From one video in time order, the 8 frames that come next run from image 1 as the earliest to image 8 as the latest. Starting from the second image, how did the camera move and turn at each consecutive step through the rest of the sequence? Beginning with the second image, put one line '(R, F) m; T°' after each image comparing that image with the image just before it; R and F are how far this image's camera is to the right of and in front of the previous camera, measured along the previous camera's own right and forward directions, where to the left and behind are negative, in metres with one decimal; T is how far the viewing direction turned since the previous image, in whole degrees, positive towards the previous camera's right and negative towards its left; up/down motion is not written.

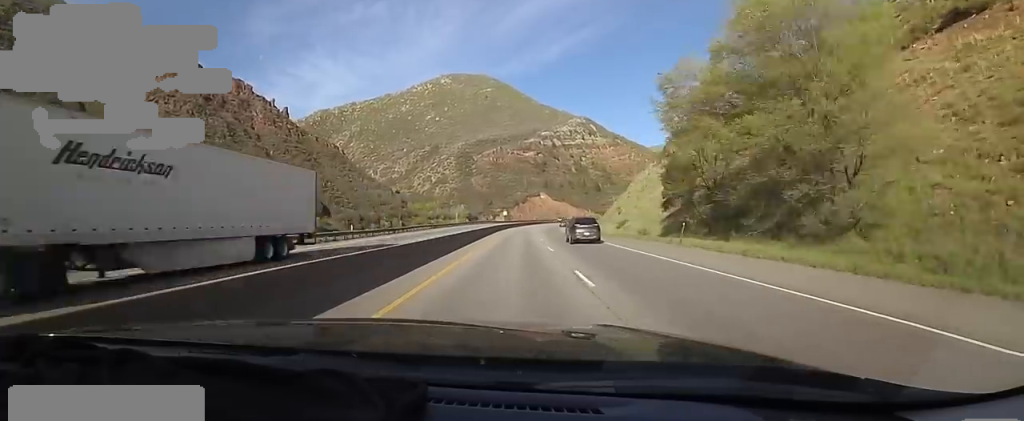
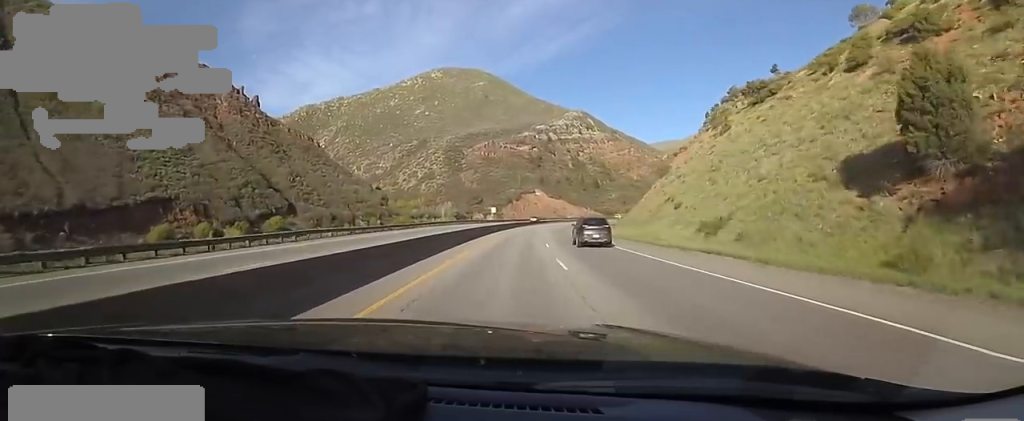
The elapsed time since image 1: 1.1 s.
(+0.8, +33.0) m; +1°
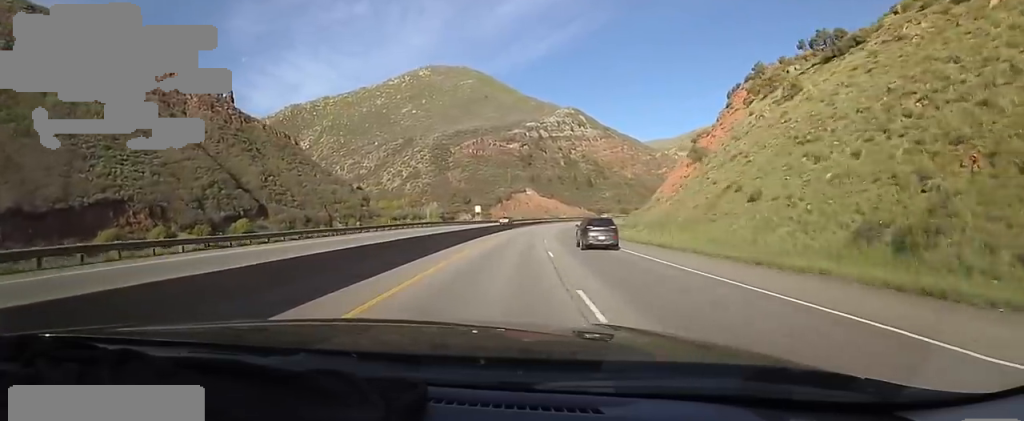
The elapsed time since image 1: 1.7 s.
(0.0, +18.5) m; 0°
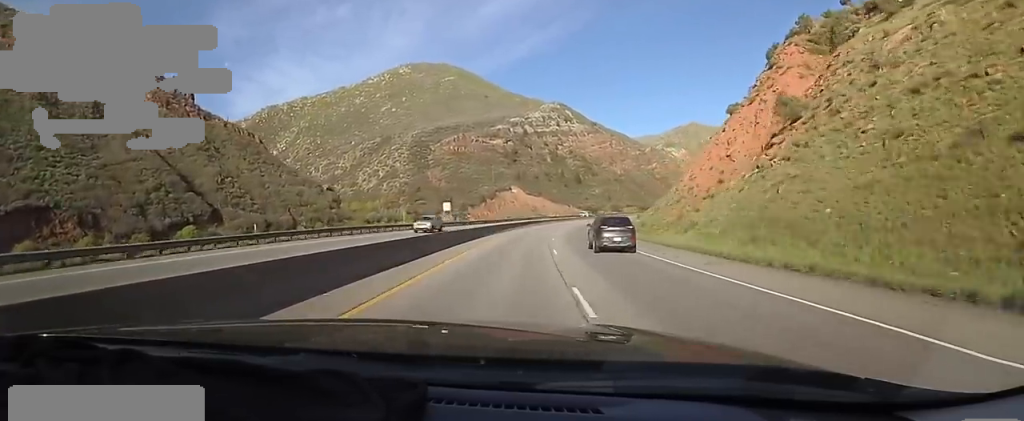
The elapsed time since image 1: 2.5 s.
(-0.2, +24.6) m; 0°
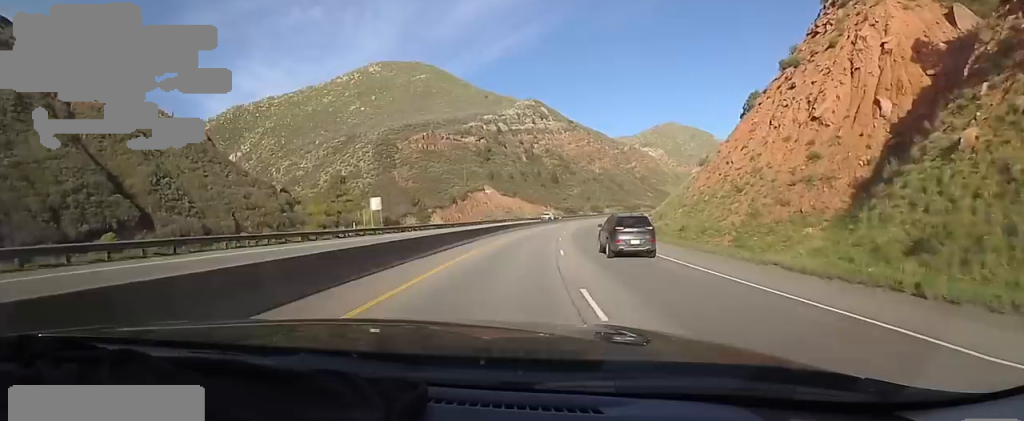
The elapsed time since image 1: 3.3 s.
(-0.2, +24.5) m; +3°
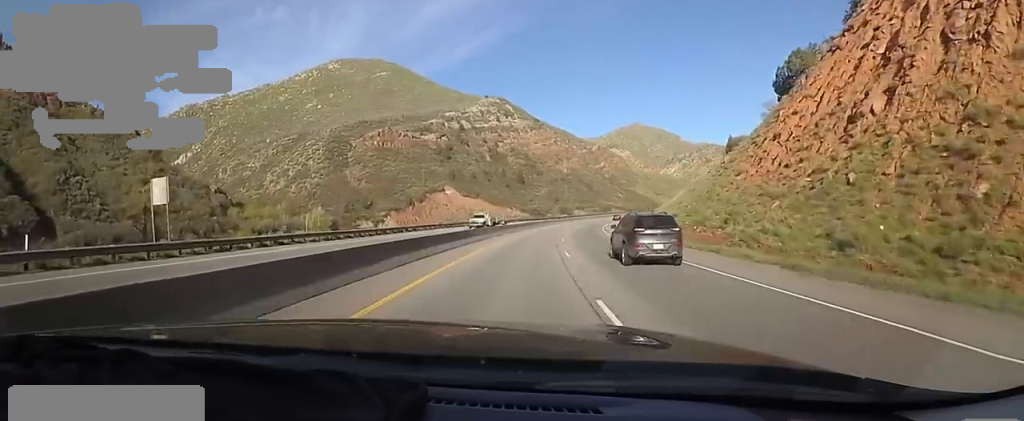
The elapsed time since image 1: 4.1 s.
(+1.4, +25.7) m; +7°
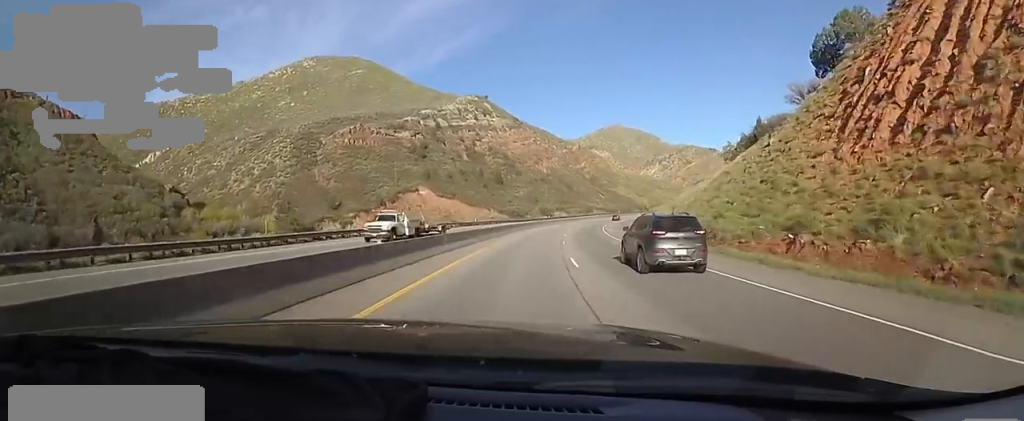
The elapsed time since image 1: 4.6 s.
(+0.7, +15.4) m; +4°
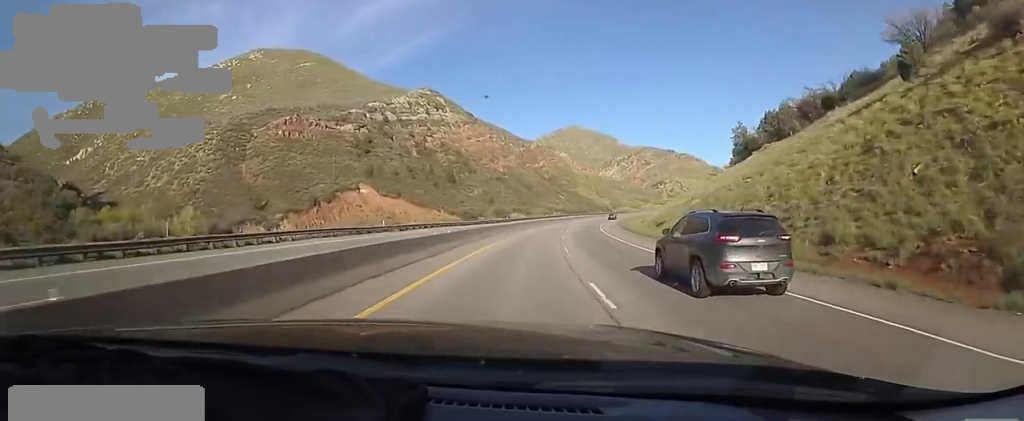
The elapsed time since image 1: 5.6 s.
(+2.2, +30.9) m; +5°
